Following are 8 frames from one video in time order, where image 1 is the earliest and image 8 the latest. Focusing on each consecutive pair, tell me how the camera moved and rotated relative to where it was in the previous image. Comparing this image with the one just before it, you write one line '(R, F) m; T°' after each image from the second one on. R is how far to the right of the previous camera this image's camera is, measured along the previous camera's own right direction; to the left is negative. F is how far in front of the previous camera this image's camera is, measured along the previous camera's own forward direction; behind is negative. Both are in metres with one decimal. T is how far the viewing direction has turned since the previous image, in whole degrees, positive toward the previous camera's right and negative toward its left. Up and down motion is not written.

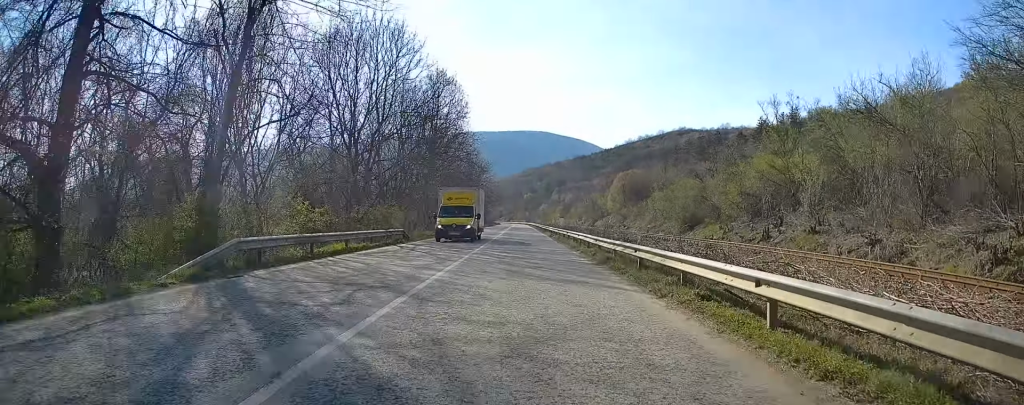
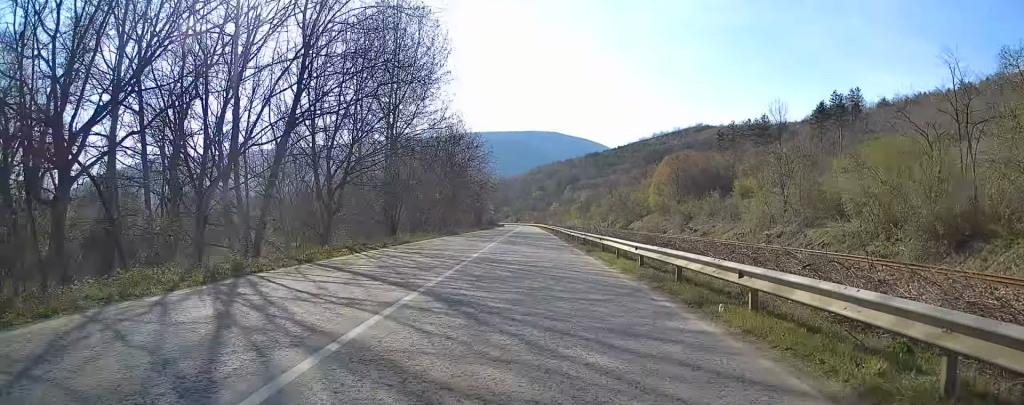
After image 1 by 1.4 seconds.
(+1.8, +39.2) m; +2°
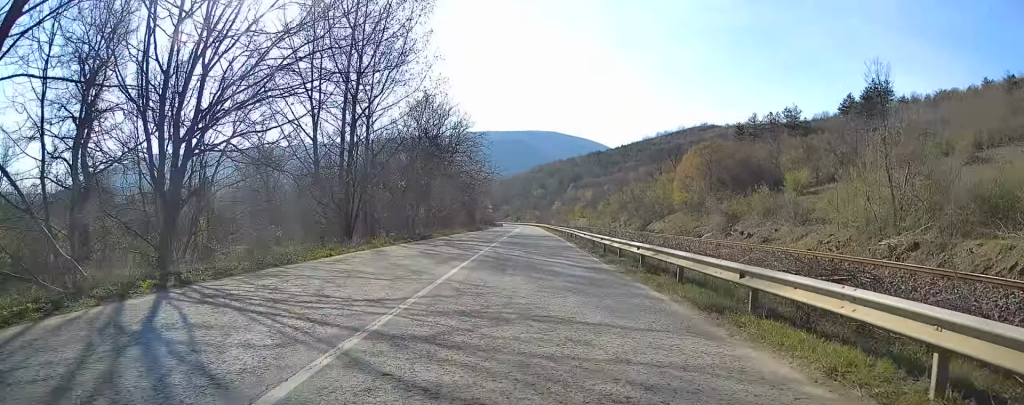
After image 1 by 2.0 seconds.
(+0.1, +16.0) m; -1°
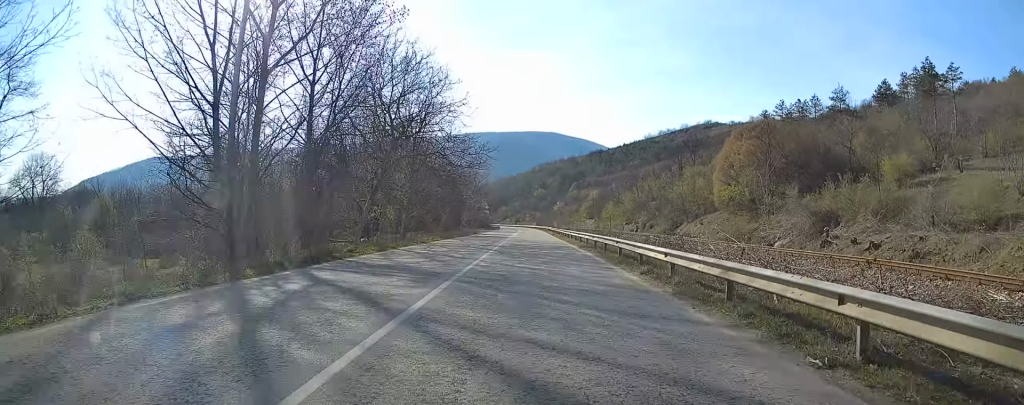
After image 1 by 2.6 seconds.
(-0.3, +18.9) m; -1°
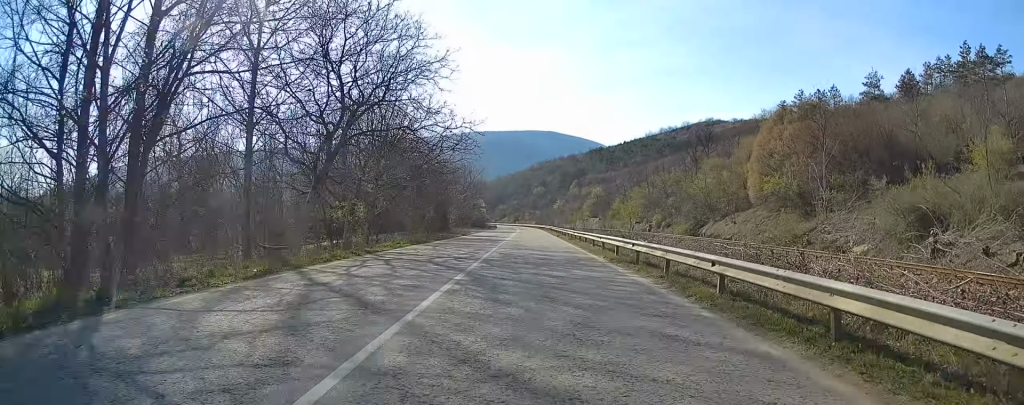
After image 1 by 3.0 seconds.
(-0.1, +11.4) m; 0°
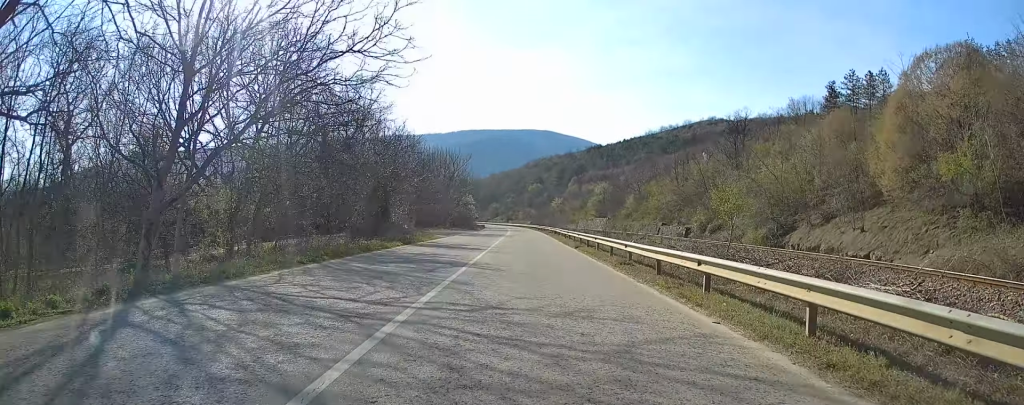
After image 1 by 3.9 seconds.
(0.0, +23.7) m; 0°
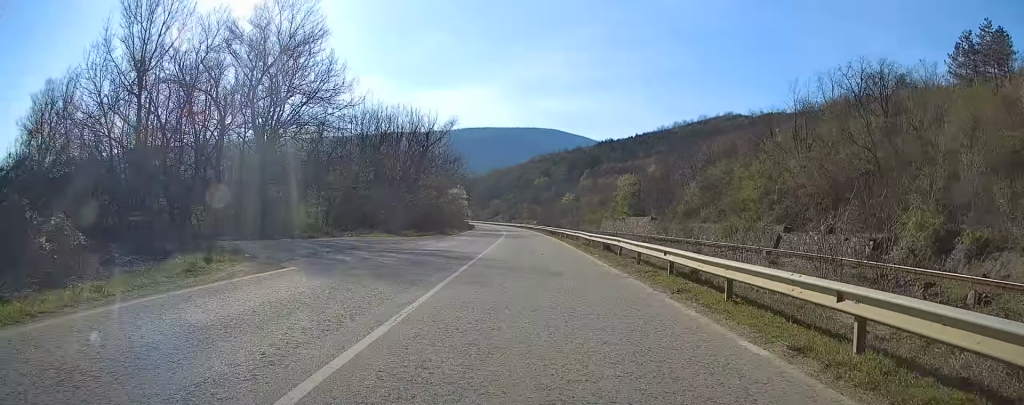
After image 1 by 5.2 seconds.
(+0.1, +37.2) m; +1°
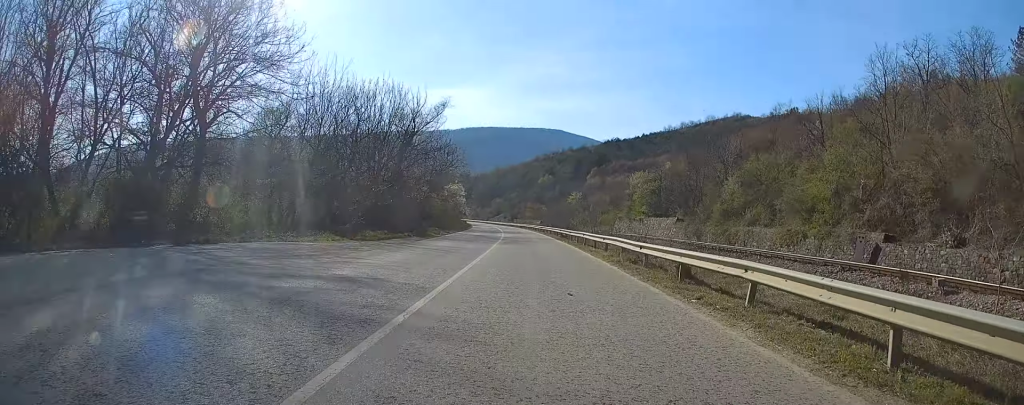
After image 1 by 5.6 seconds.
(+0.2, +12.5) m; 0°
